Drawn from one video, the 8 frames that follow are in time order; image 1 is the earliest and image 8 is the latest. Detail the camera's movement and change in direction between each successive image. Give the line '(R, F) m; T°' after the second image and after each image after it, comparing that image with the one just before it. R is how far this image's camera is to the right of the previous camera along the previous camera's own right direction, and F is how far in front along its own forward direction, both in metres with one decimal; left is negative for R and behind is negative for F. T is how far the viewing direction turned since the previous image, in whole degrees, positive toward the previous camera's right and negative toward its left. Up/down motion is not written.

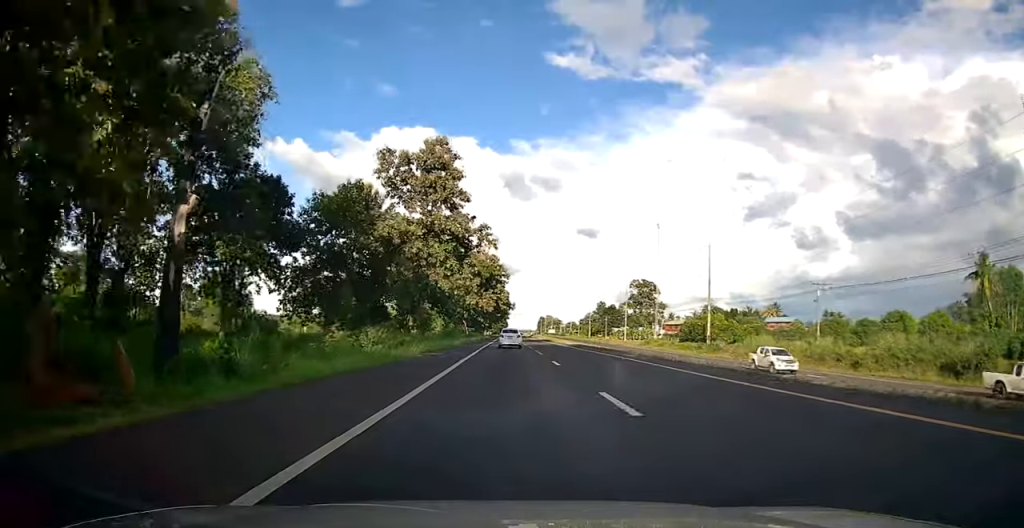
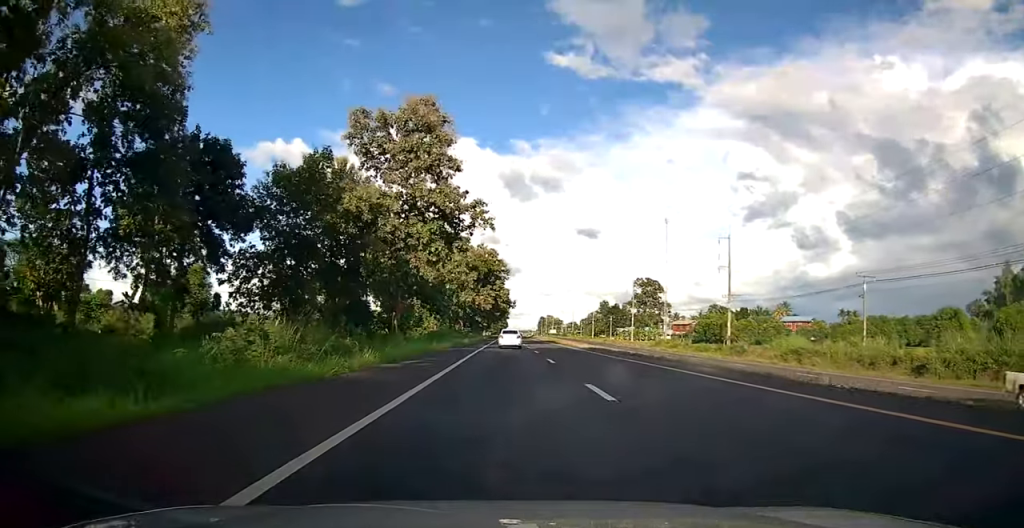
(+0.1, +10.2) m; 0°
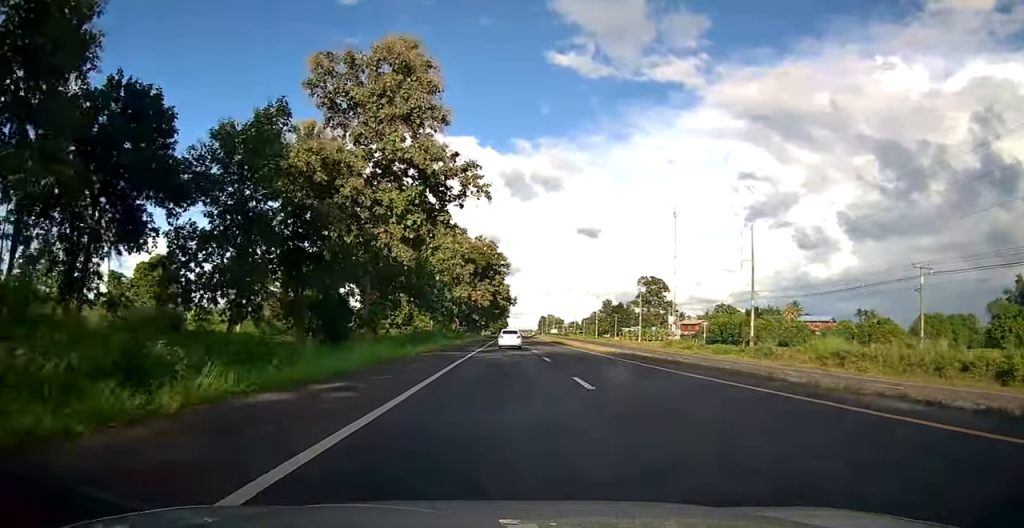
(-0.2, +9.8) m; -1°
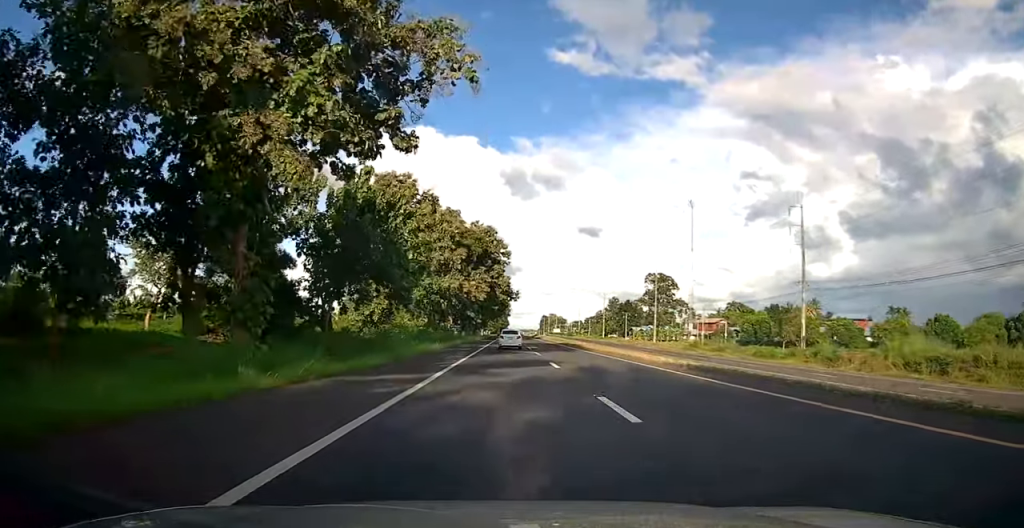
(-0.2, +16.3) m; 0°
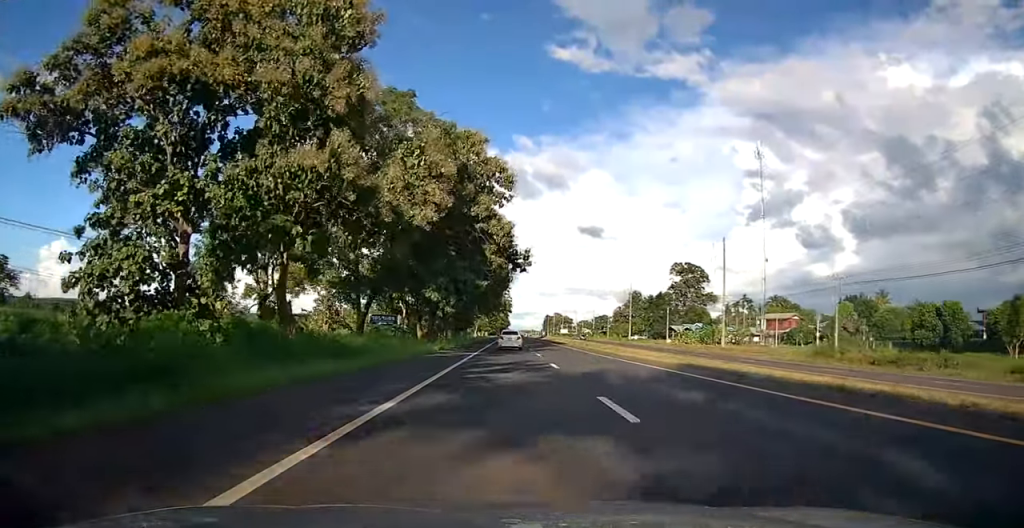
(+0.7, +48.2) m; 0°
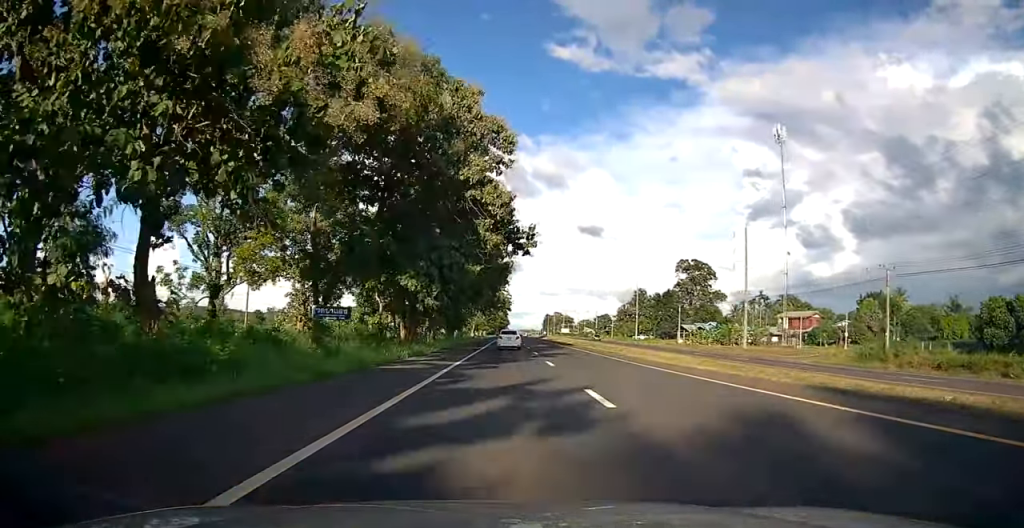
(-0.1, +10.2) m; -1°
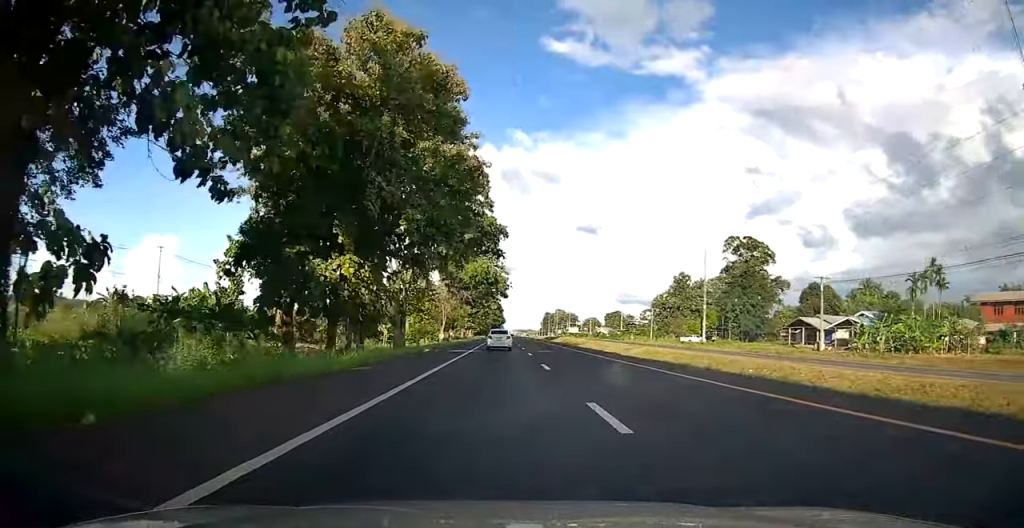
(+0.9, +61.6) m; +1°
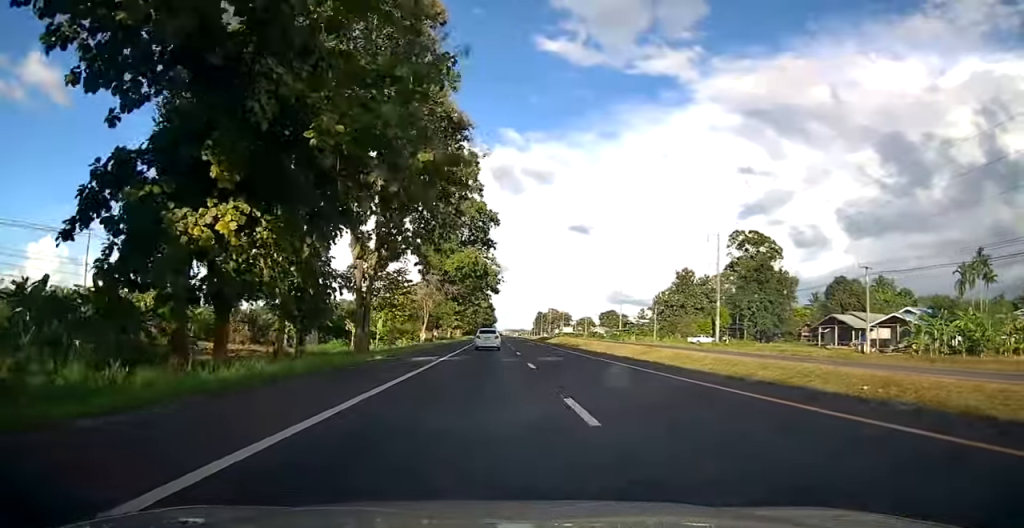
(+0.1, +11.3) m; -1°
